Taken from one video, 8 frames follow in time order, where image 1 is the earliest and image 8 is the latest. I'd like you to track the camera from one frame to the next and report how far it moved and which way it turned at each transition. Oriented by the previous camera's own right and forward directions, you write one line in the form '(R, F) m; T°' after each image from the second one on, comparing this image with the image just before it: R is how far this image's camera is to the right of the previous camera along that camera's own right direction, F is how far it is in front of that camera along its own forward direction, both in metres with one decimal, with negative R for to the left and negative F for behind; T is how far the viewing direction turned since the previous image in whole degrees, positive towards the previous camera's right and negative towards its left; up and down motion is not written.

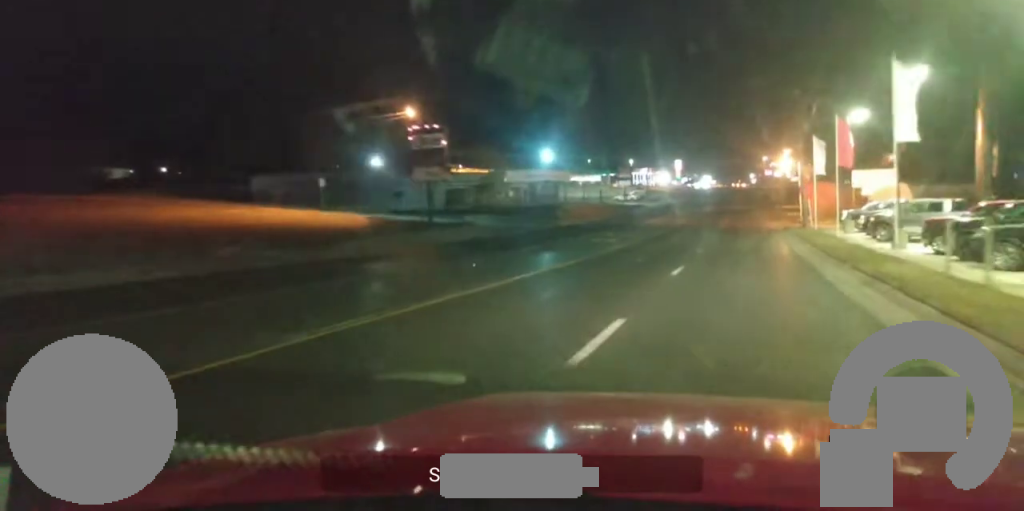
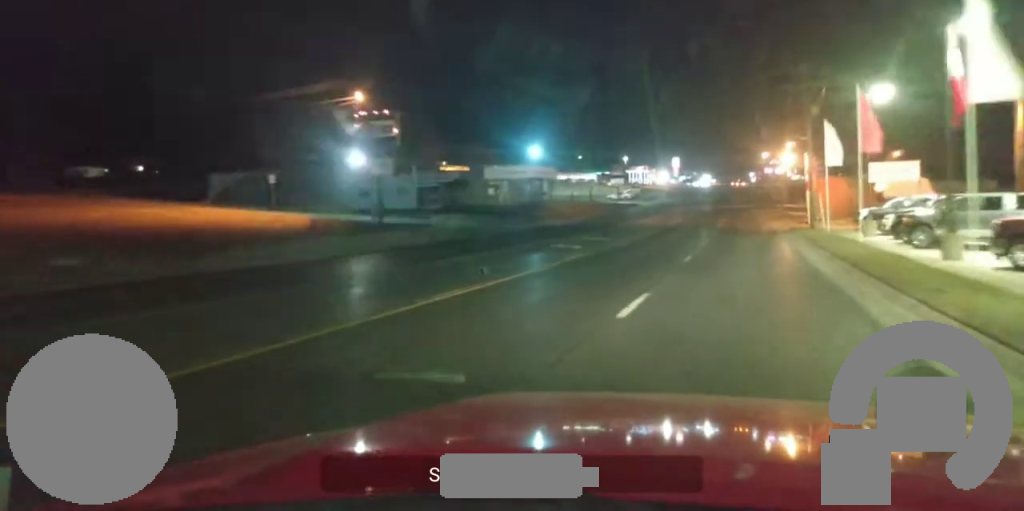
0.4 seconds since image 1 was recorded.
(+0.1, +8.2) m; 0°
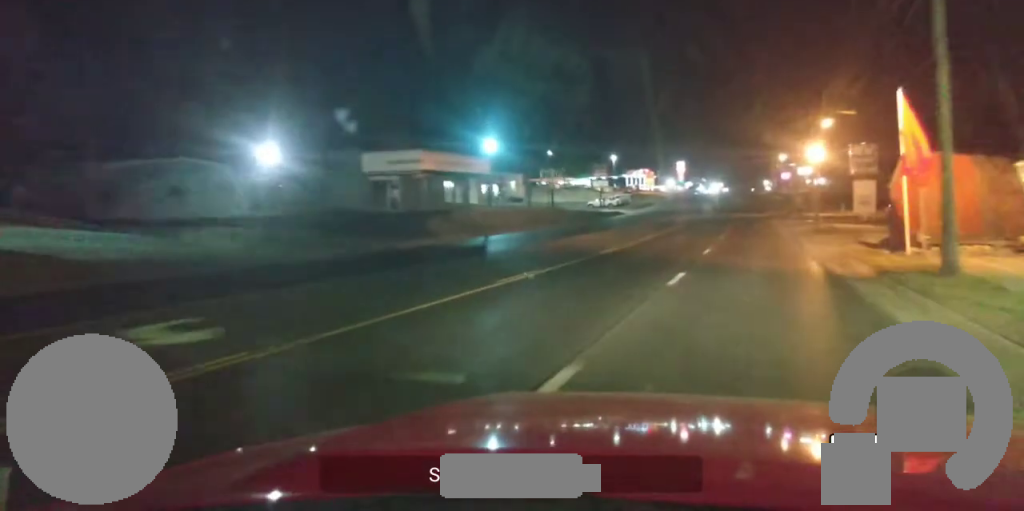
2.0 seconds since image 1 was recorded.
(-0.5, +30.5) m; -1°
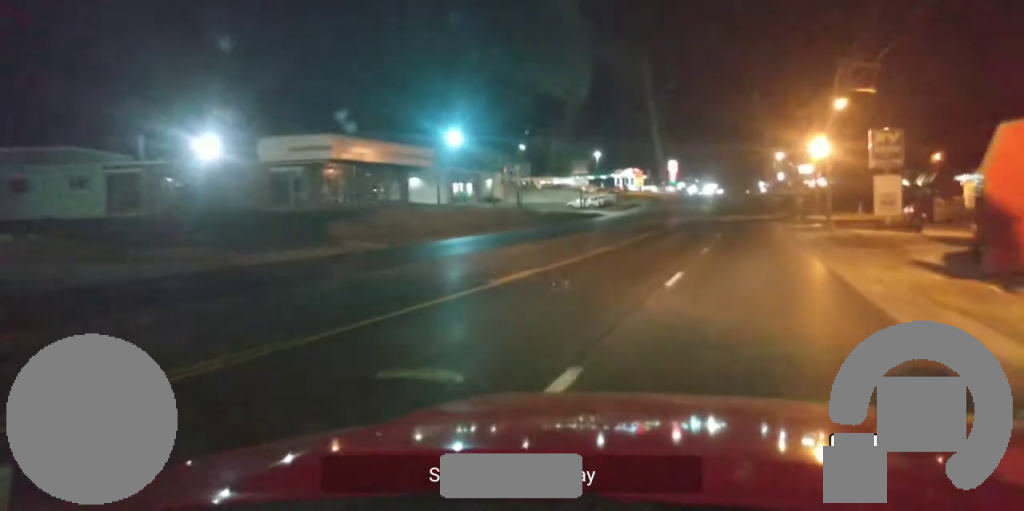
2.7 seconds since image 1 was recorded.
(0.0, +12.1) m; +1°
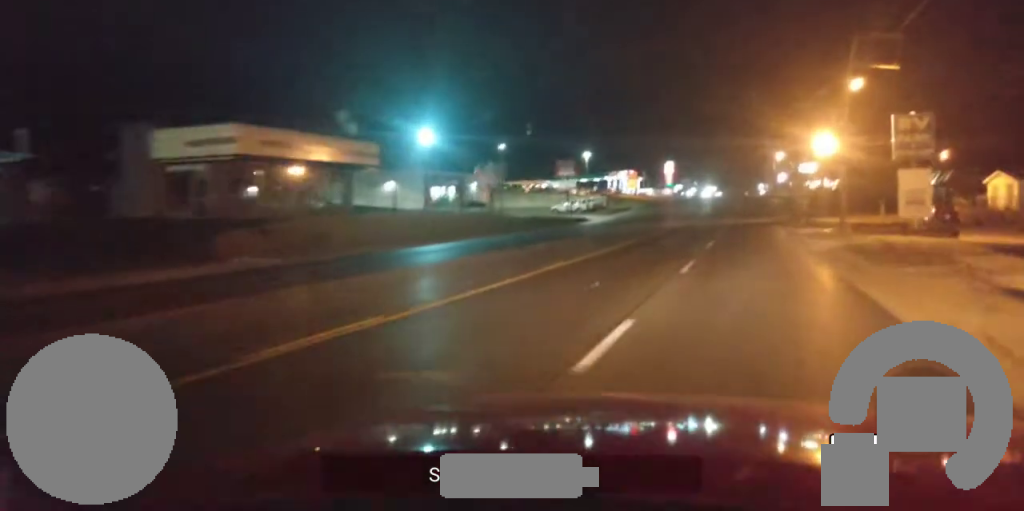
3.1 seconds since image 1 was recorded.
(+0.1, +8.4) m; 0°
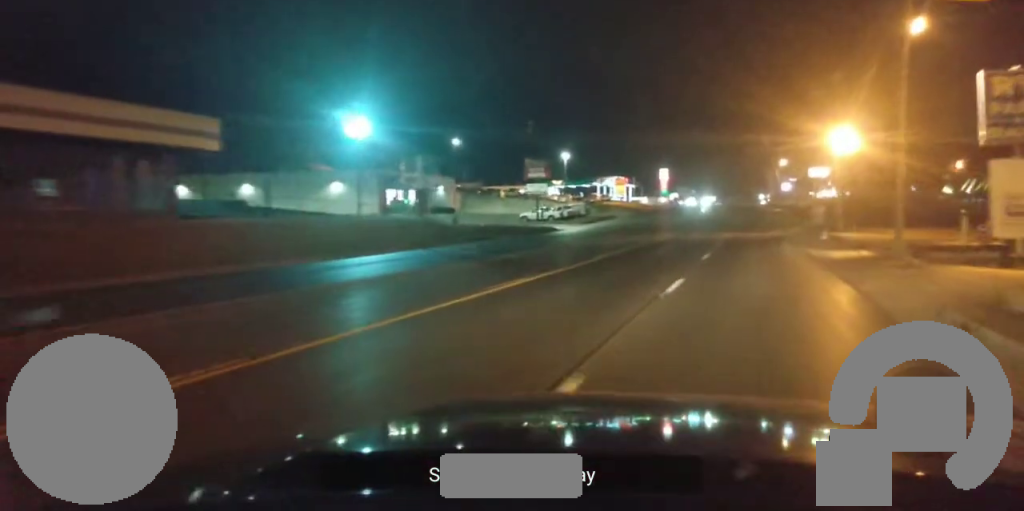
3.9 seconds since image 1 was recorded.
(+0.2, +15.5) m; +1°
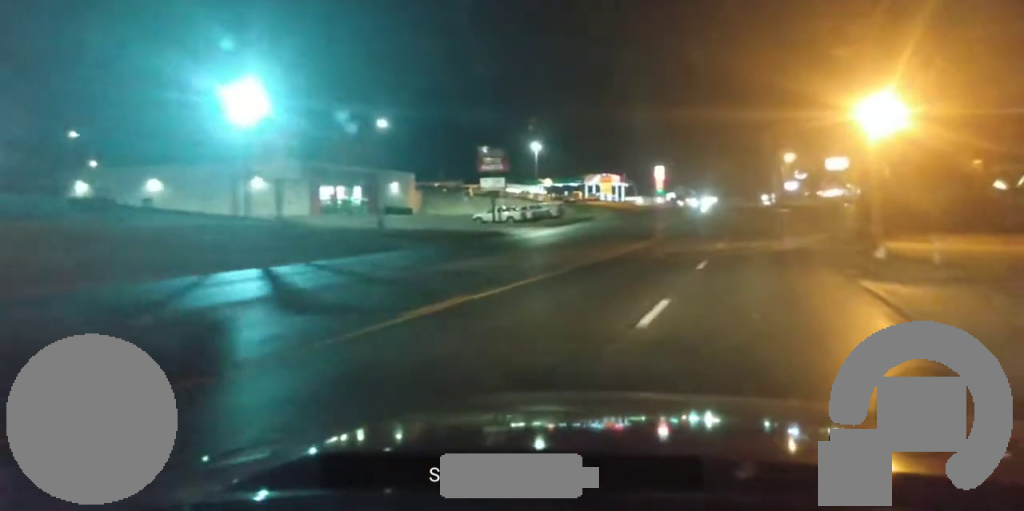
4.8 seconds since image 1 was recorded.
(+0.1, +17.0) m; 0°
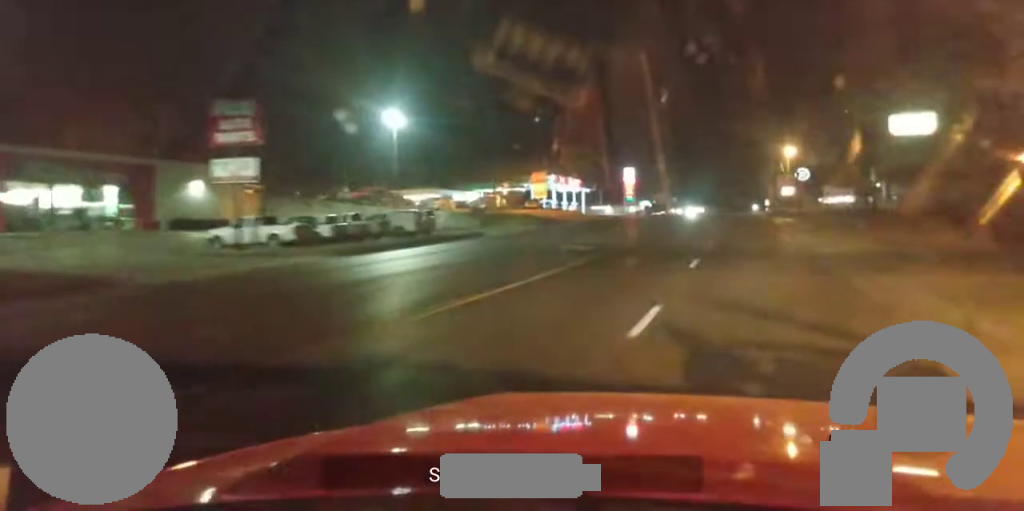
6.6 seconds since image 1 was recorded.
(0.0, +37.0) m; +1°
